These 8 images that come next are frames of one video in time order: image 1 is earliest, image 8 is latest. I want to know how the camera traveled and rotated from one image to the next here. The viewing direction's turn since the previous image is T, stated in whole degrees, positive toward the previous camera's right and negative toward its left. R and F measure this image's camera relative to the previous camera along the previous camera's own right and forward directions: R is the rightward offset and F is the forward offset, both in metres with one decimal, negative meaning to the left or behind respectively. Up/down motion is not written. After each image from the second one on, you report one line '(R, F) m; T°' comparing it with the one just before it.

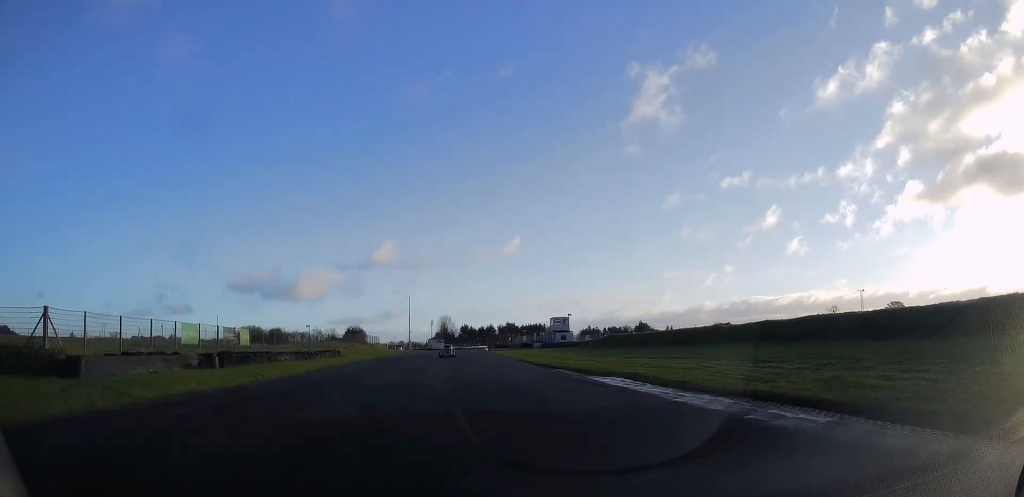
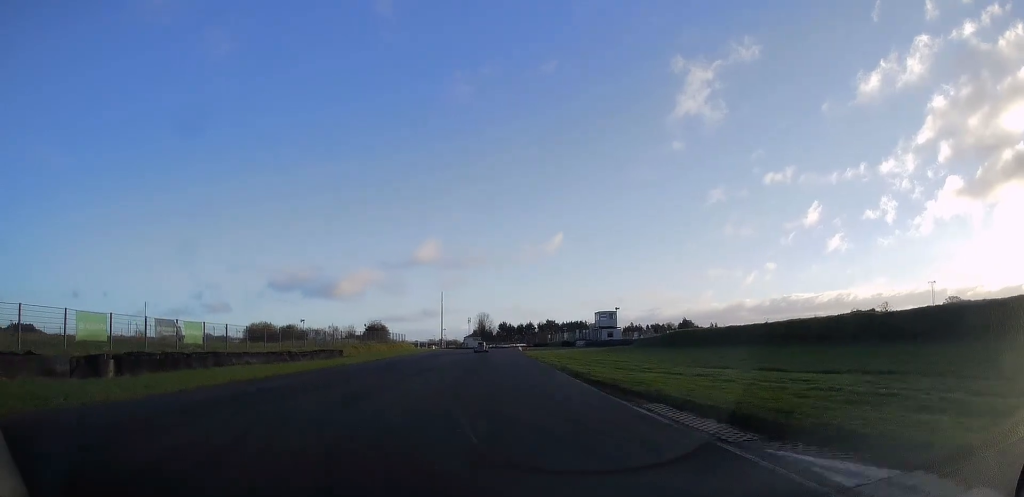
(-0.8, +14.8) m; -5°
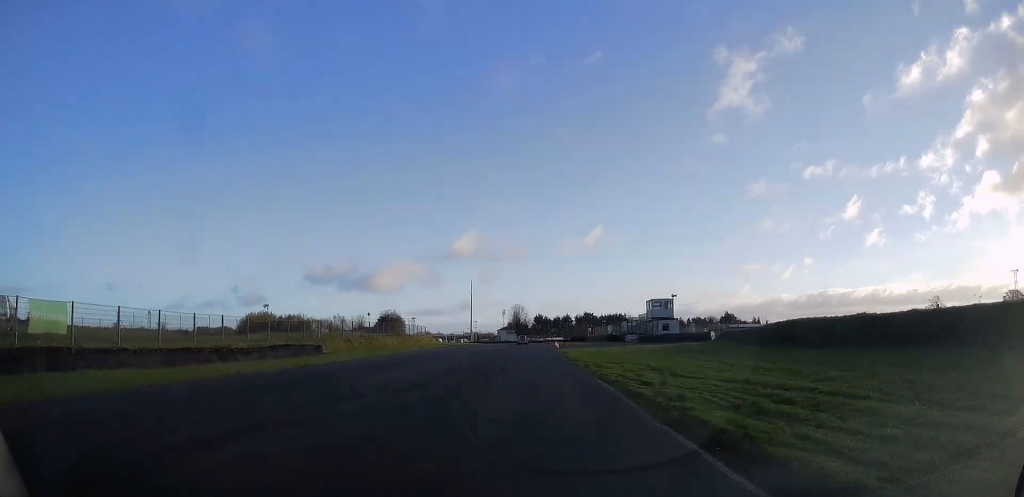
(-0.5, +17.6) m; -3°
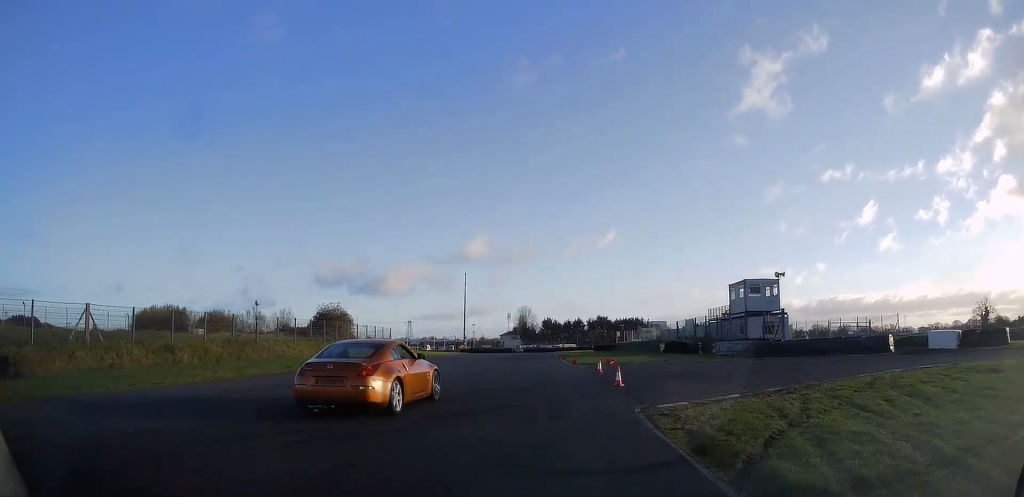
(-0.6, +36.2) m; -1°
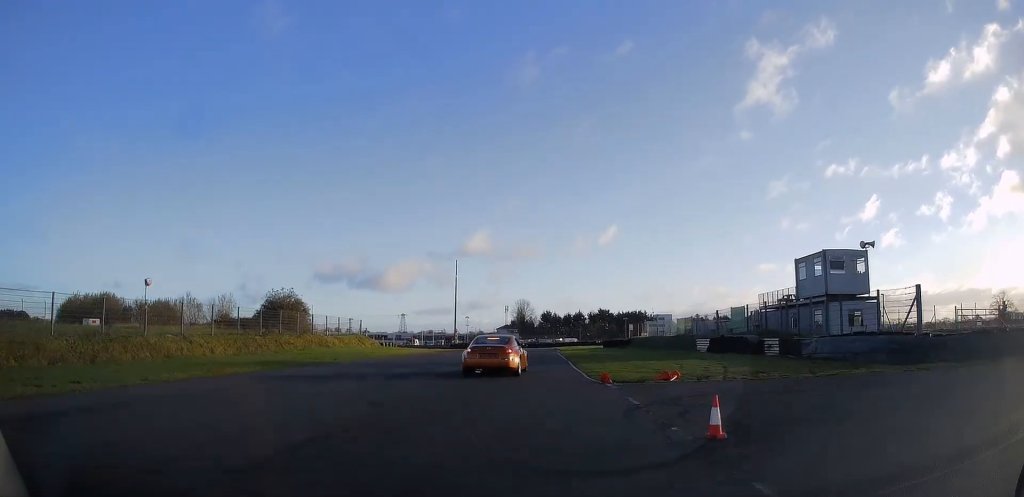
(-0.3, +14.7) m; -1°
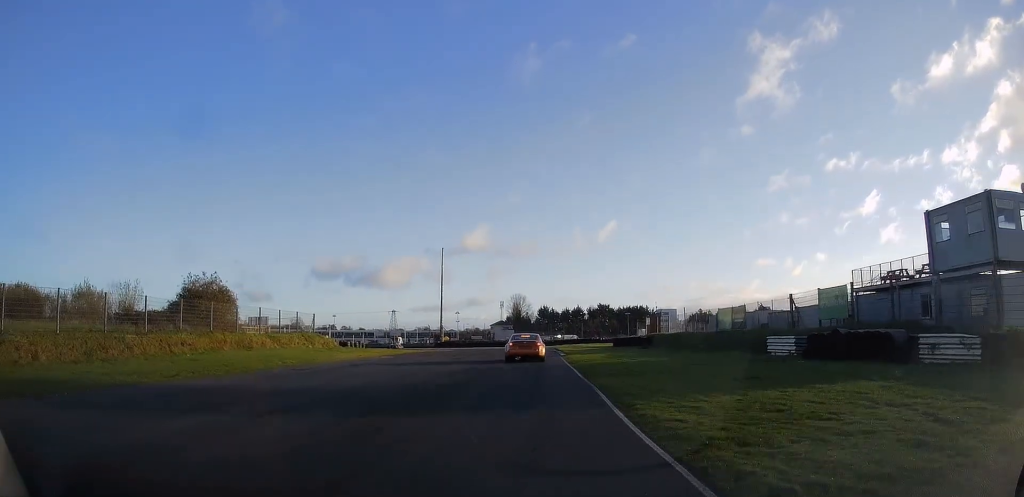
(0.0, +15.5) m; 0°
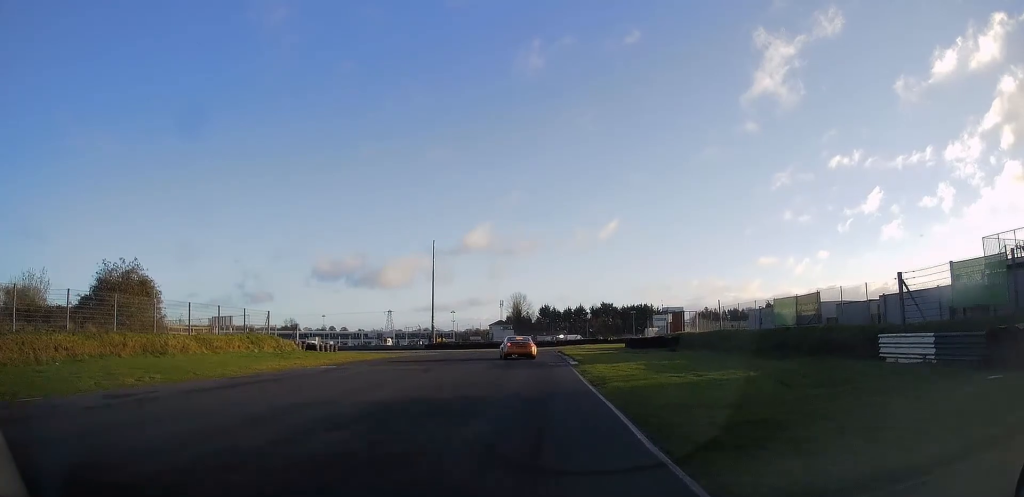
(0.0, +11.4) m; 0°
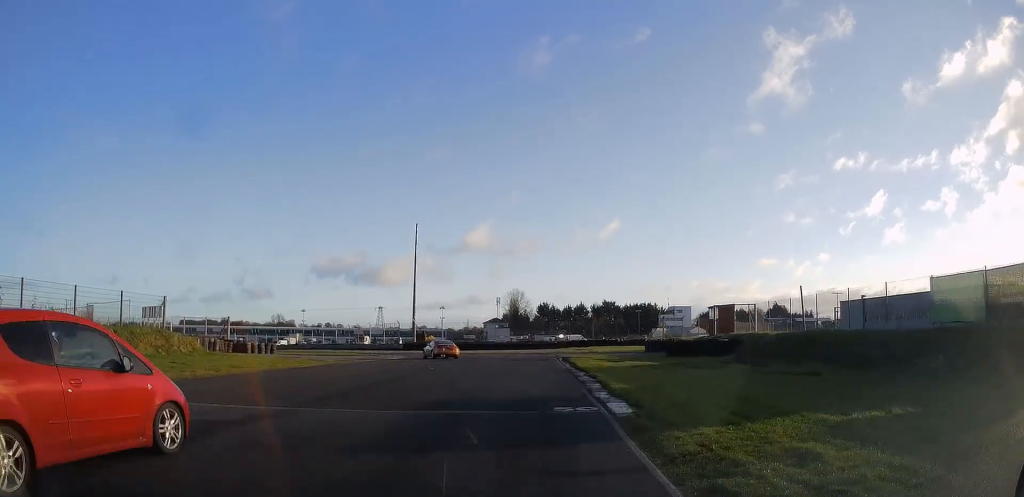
(-0.1, +16.4) m; +1°
